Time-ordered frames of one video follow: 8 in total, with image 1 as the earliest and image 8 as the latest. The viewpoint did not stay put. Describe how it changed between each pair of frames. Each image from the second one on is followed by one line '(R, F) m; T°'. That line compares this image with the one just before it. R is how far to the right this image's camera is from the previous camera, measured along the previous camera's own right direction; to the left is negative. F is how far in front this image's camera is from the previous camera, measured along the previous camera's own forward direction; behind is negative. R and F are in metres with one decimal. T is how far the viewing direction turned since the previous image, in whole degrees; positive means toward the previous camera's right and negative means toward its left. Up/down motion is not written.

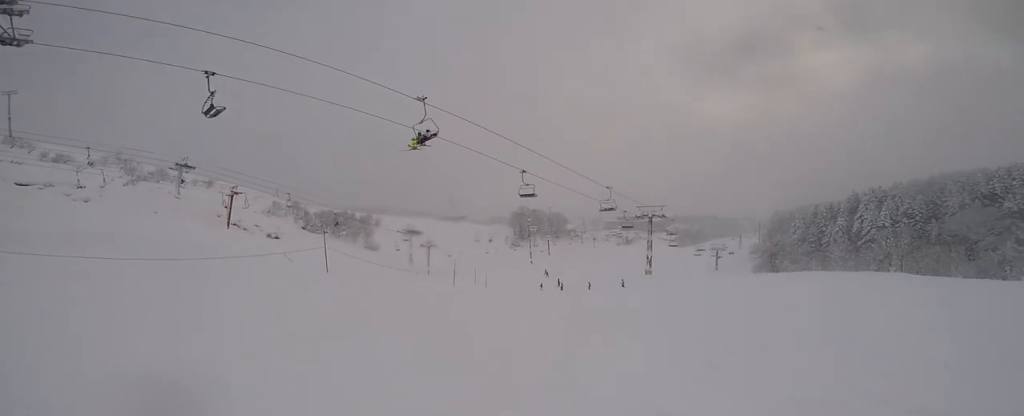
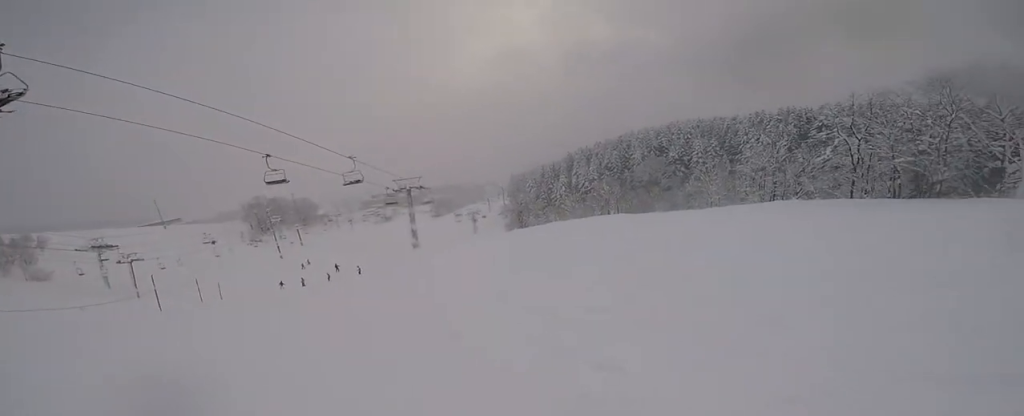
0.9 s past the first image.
(+0.9, +3.4) m; +5°
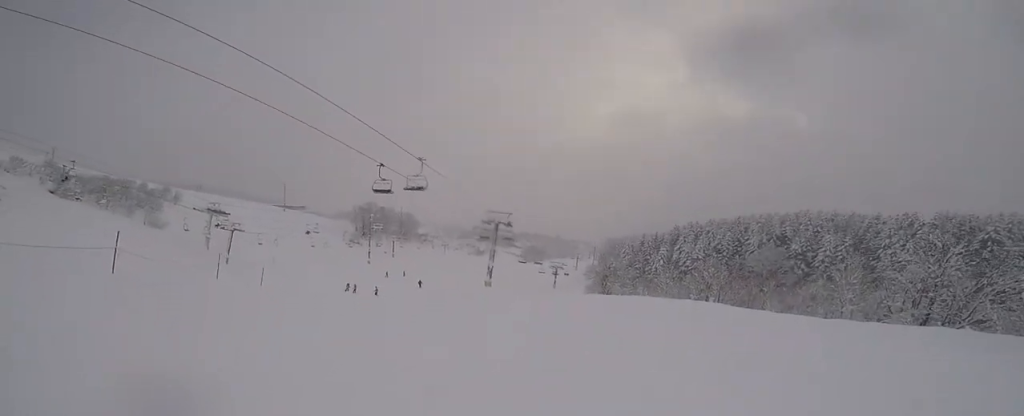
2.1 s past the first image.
(-0.4, +4.8) m; -2°
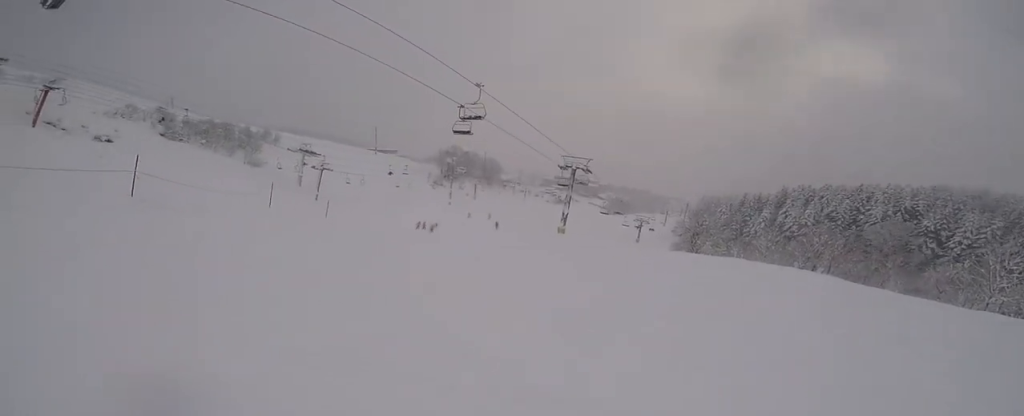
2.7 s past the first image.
(+0.5, +2.4) m; -17°
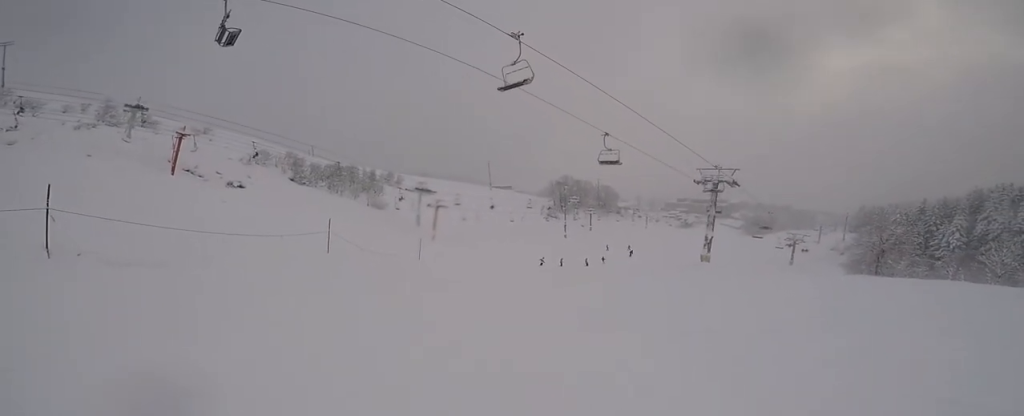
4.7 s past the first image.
(-2.7, +6.7) m; -12°
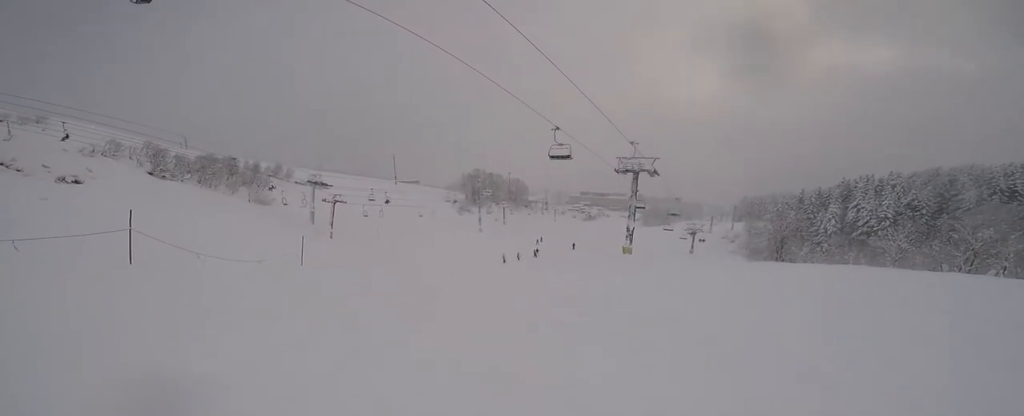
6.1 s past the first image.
(+0.8, +6.5) m; +10°
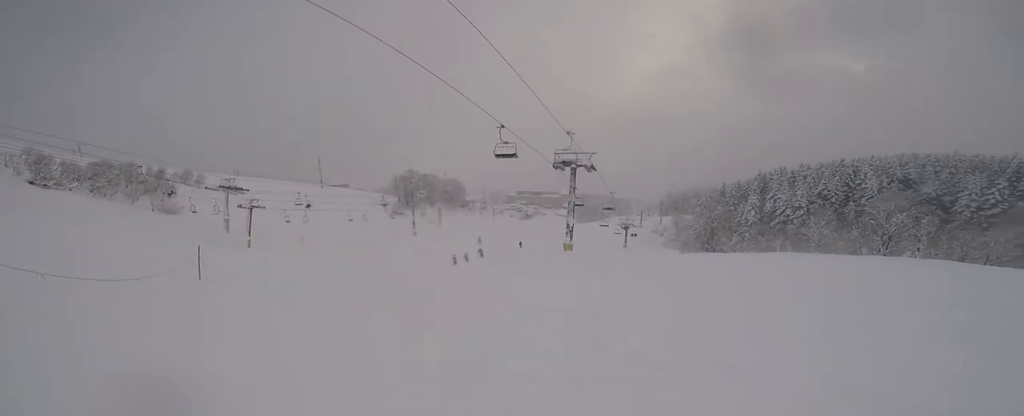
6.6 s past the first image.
(0.0, +2.0) m; +8°
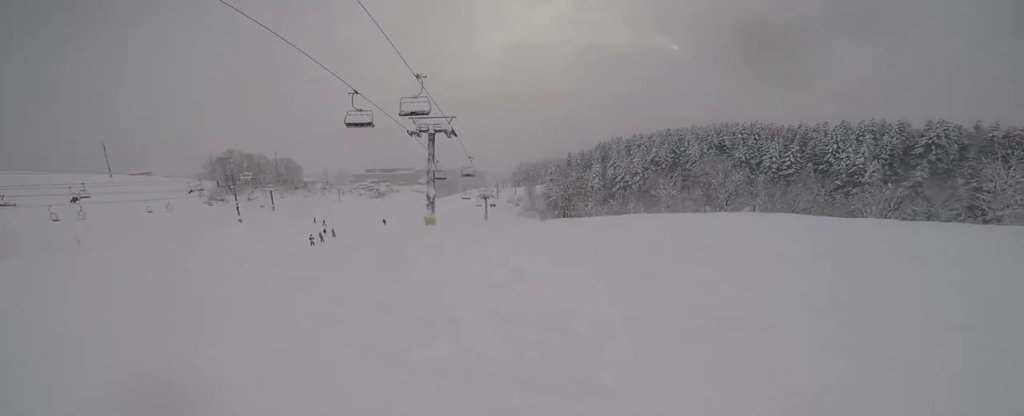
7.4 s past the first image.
(+0.6, +4.3) m; +13°
